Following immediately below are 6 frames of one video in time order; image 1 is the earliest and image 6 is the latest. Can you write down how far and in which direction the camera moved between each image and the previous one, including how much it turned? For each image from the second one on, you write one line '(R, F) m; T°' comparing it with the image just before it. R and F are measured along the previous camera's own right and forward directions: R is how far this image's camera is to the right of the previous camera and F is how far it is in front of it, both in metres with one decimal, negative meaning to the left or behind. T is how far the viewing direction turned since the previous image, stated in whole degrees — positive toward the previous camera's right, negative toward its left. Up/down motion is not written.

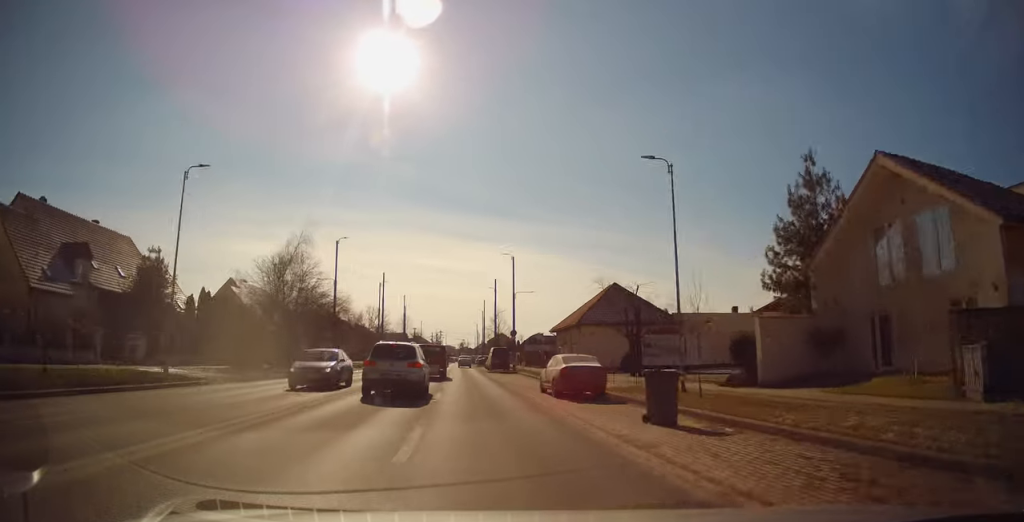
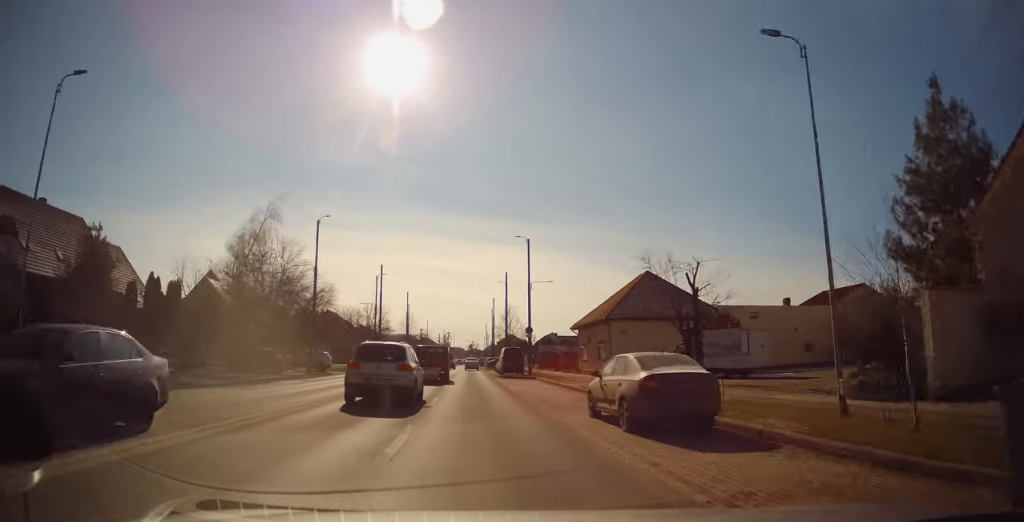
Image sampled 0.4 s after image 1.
(-0.1, +8.2) m; 0°
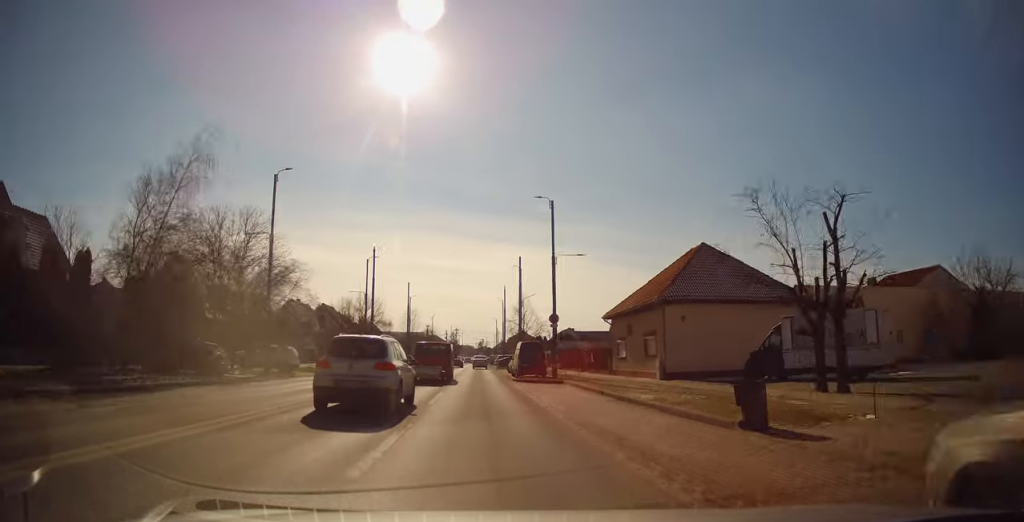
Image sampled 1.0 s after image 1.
(0.0, +10.1) m; -1°
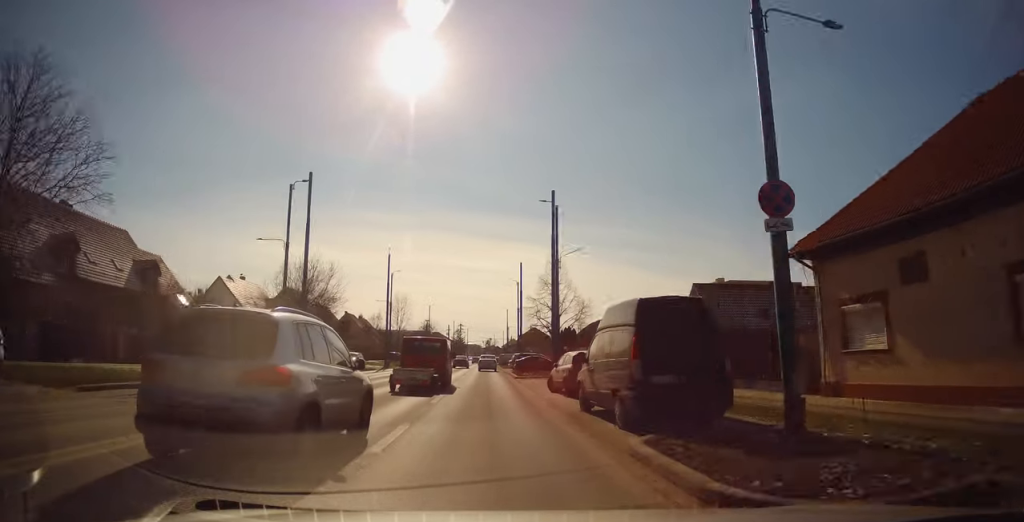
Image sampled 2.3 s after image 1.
(-0.3, +24.7) m; -1°
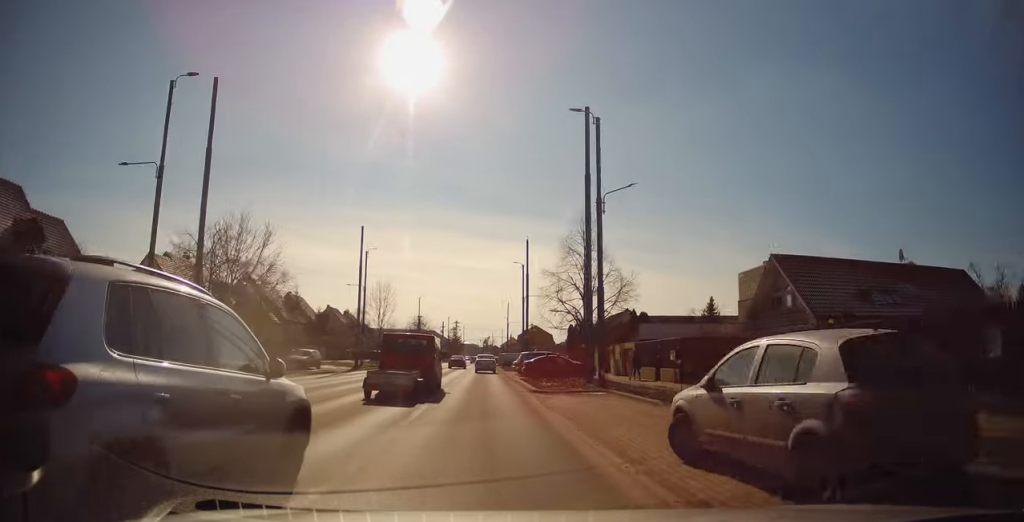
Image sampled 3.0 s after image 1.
(-0.1, +13.6) m; -1°
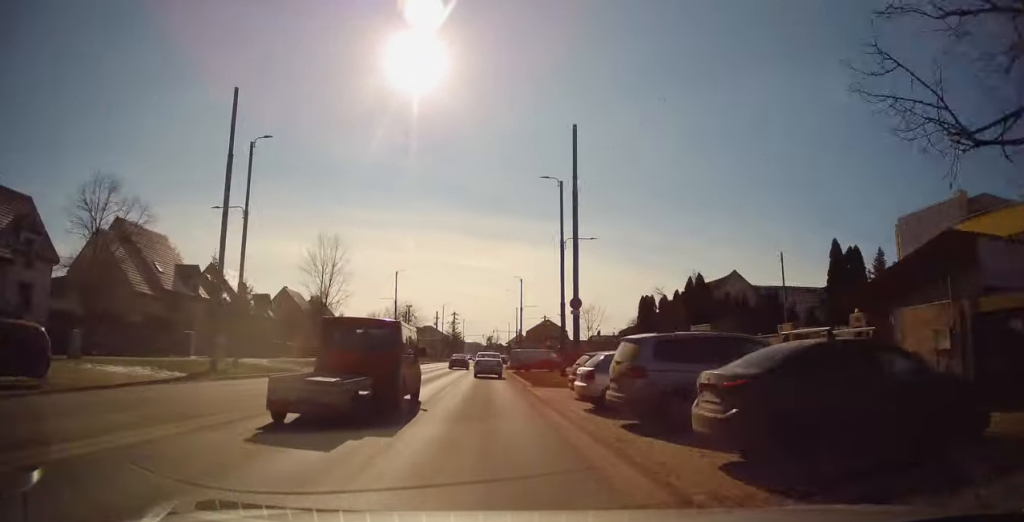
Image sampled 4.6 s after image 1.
(-0.4, +28.2) m; 0°
